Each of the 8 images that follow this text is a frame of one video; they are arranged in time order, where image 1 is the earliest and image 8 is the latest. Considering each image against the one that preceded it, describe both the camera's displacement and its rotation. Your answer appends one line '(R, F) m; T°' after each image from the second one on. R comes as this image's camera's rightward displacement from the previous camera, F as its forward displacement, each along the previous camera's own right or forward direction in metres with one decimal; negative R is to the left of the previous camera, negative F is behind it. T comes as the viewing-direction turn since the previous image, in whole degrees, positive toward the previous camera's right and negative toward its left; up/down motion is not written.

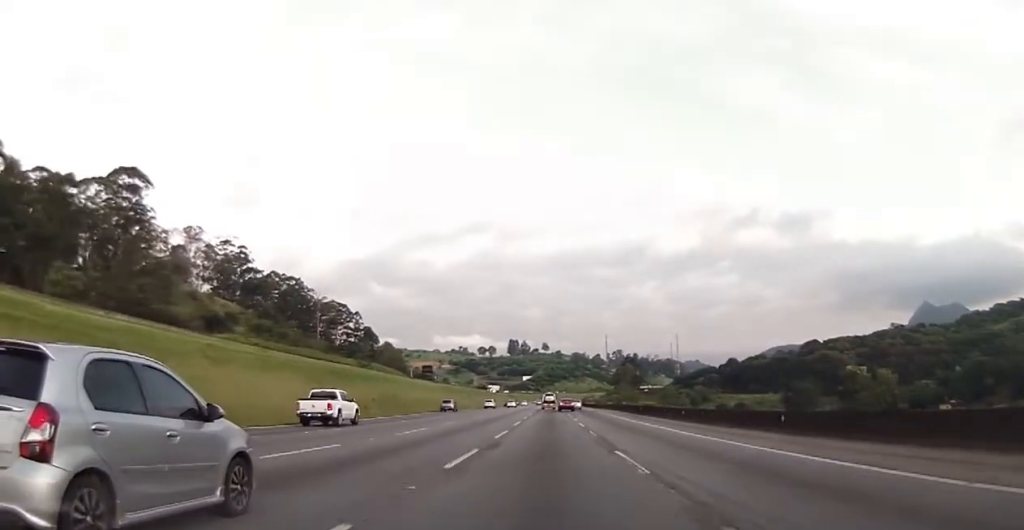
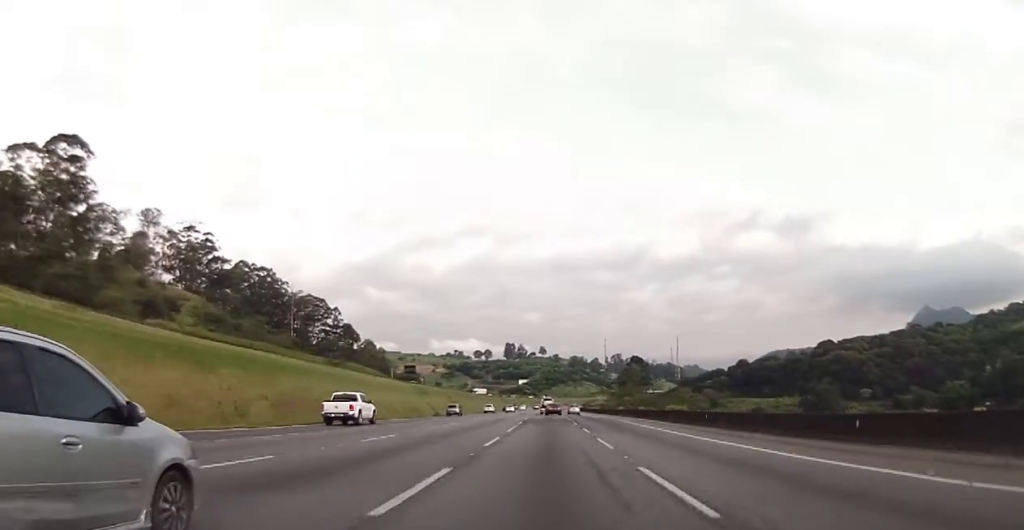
(-0.4, +28.8) m; 0°
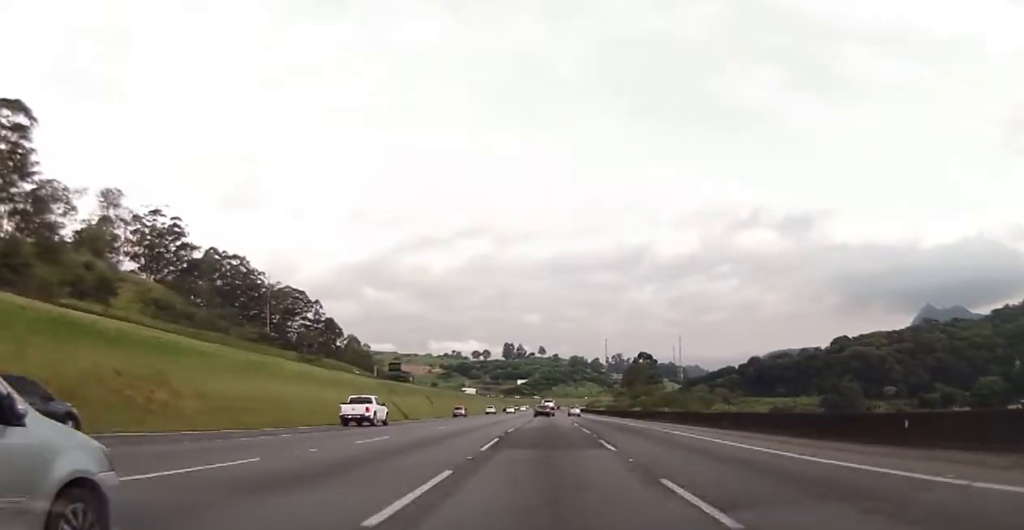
(+0.1, +24.0) m; 0°
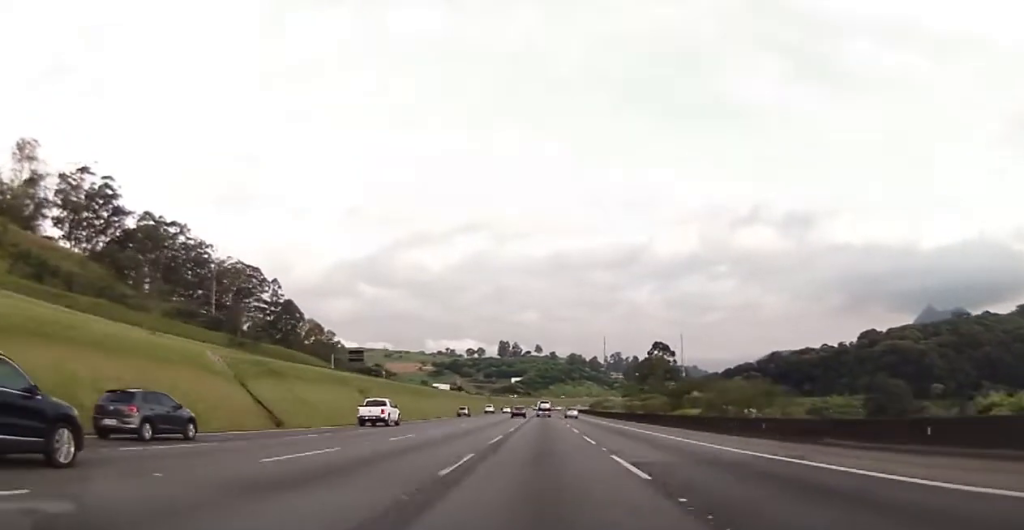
(0.0, +41.5) m; +1°
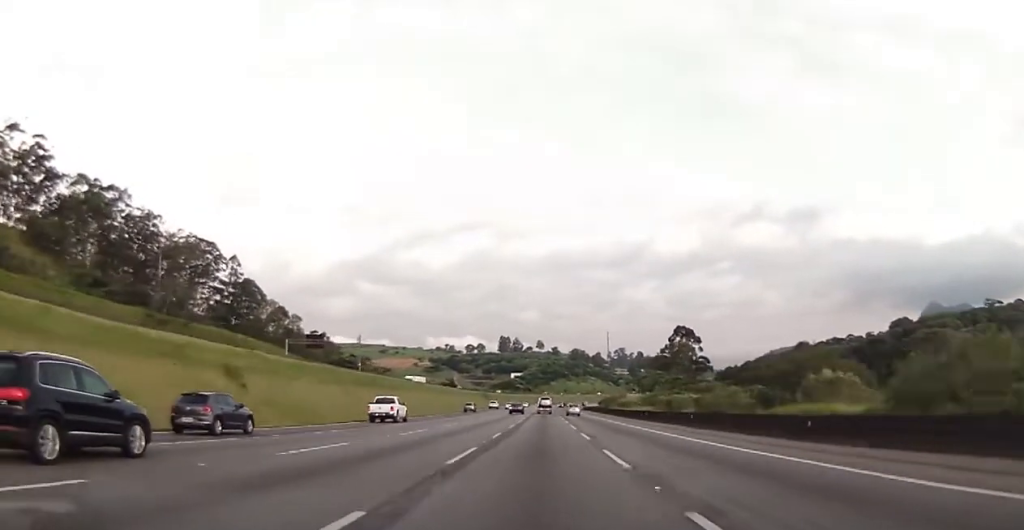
(+0.5, +34.0) m; +1°
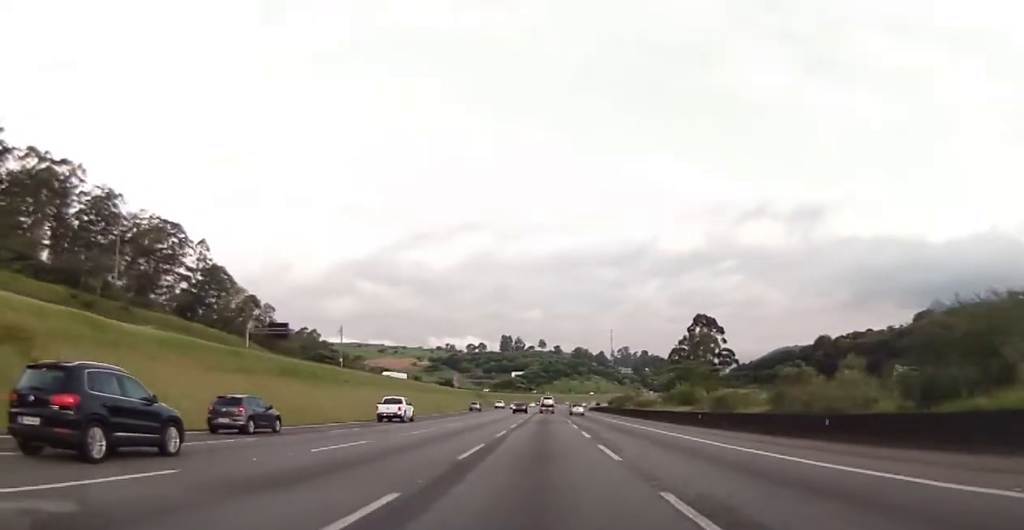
(+0.1, +21.6) m; -1°
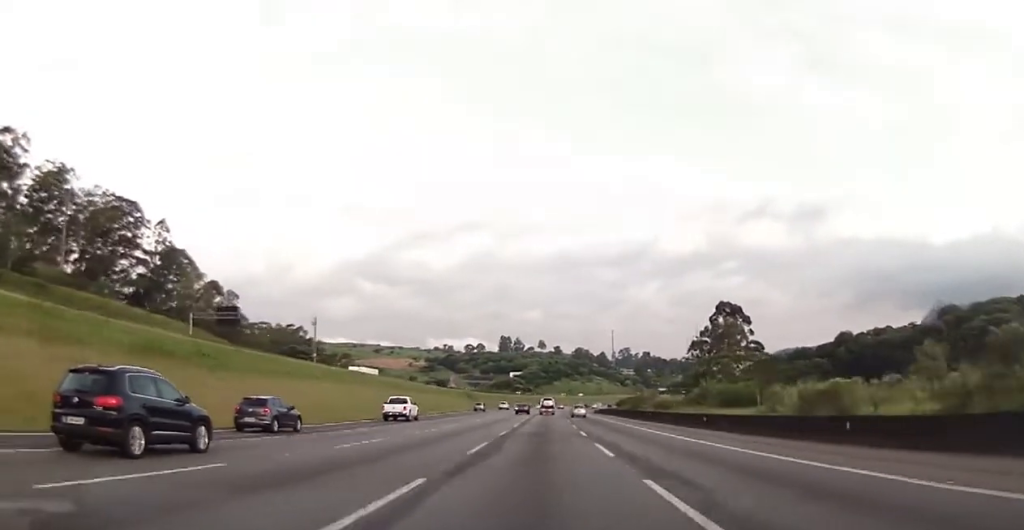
(-0.5, +21.6) m; -1°
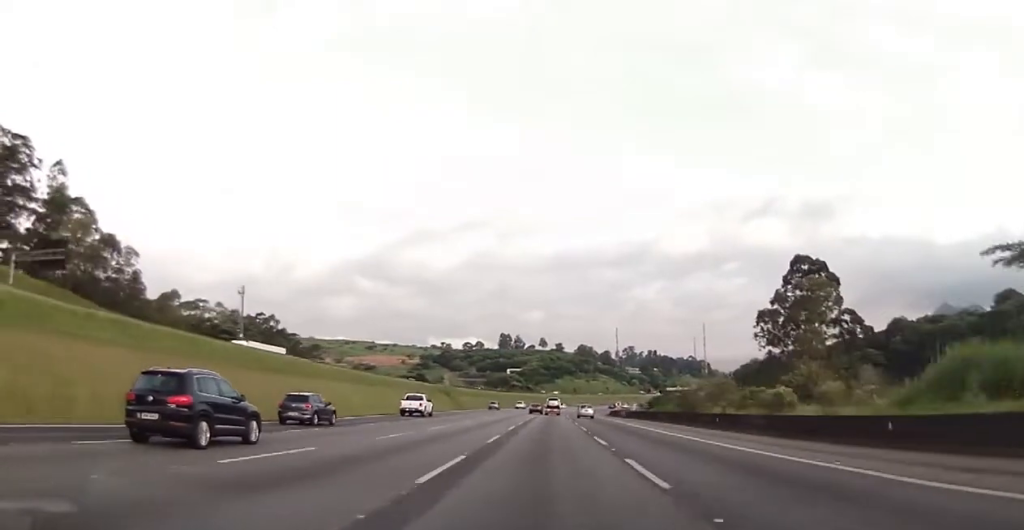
(+0.1, +42.6) m; 0°
